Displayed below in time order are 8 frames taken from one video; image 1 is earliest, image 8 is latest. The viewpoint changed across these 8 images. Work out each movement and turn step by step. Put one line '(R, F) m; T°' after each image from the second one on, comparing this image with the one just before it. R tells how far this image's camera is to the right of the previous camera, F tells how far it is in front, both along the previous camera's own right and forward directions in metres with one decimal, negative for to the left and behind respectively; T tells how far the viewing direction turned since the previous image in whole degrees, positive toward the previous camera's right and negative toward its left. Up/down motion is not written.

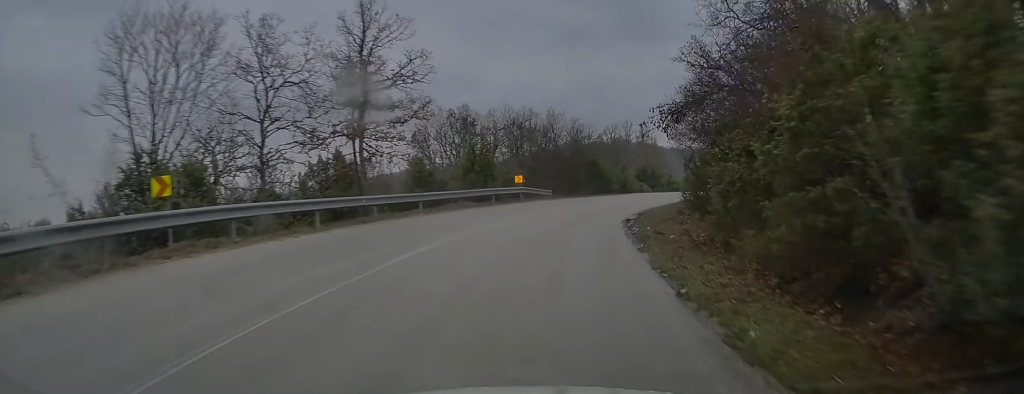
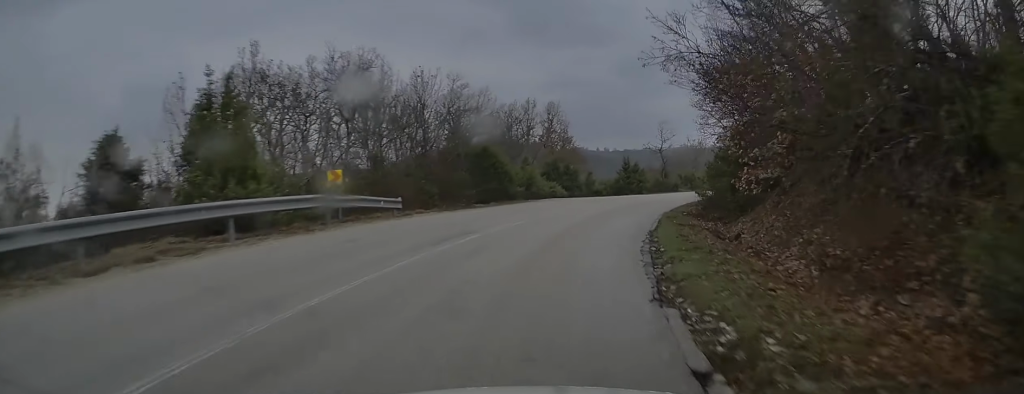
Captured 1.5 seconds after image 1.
(+1.7, +18.5) m; +11°
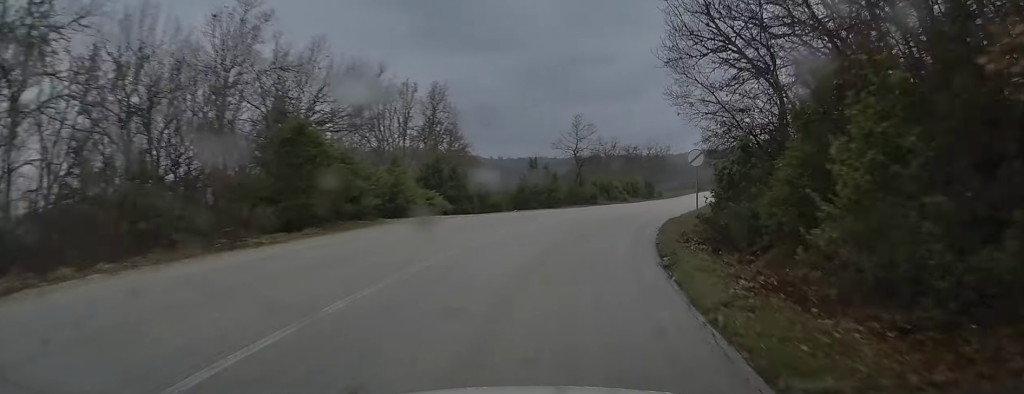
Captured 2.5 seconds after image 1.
(+0.8, +12.9) m; +8°
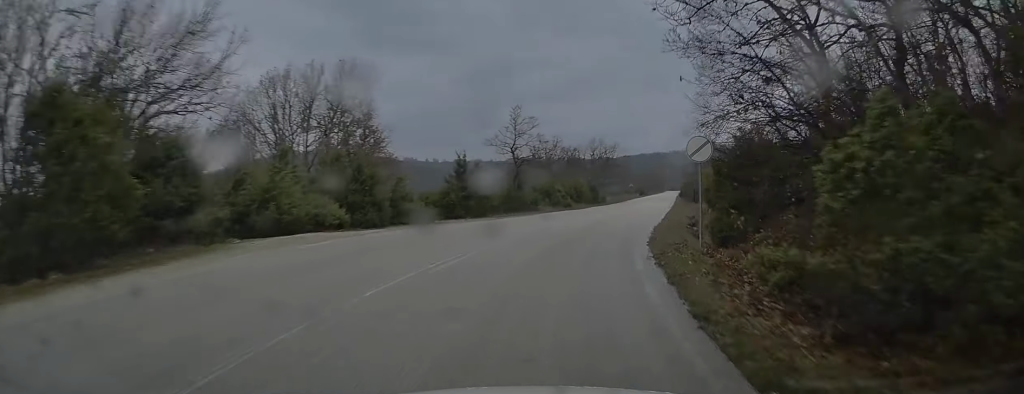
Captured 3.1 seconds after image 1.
(+0.4, +7.5) m; +5°
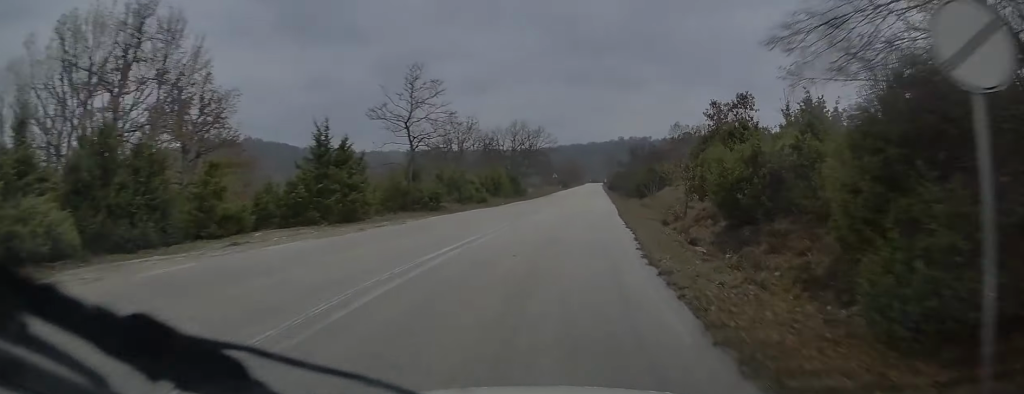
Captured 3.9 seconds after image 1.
(+0.7, +11.3) m; +7°
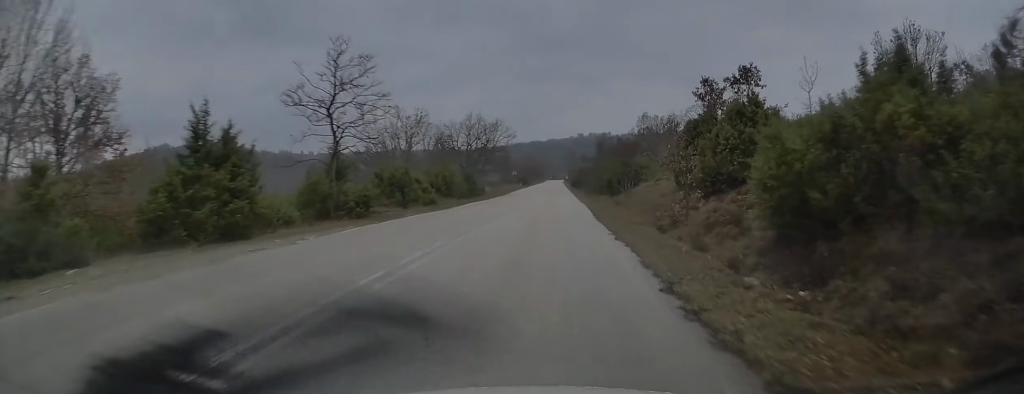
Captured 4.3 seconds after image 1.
(+0.3, +6.1) m; +3°
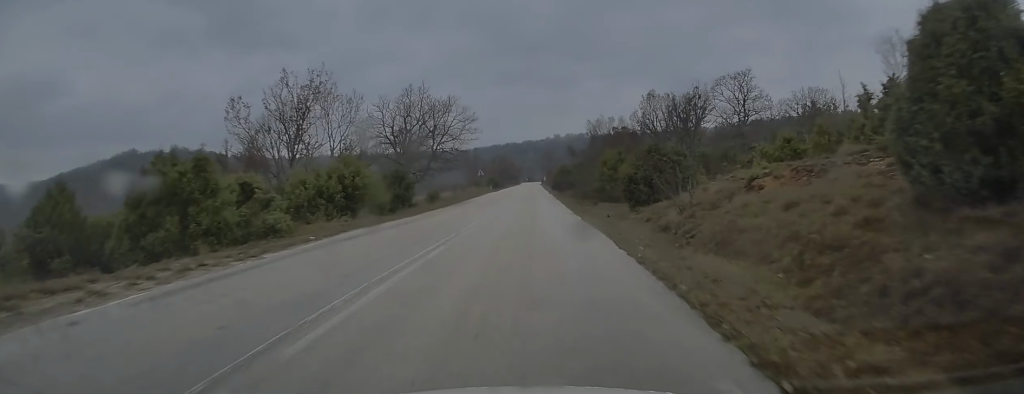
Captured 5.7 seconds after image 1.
(+1.1, +19.8) m; +7°
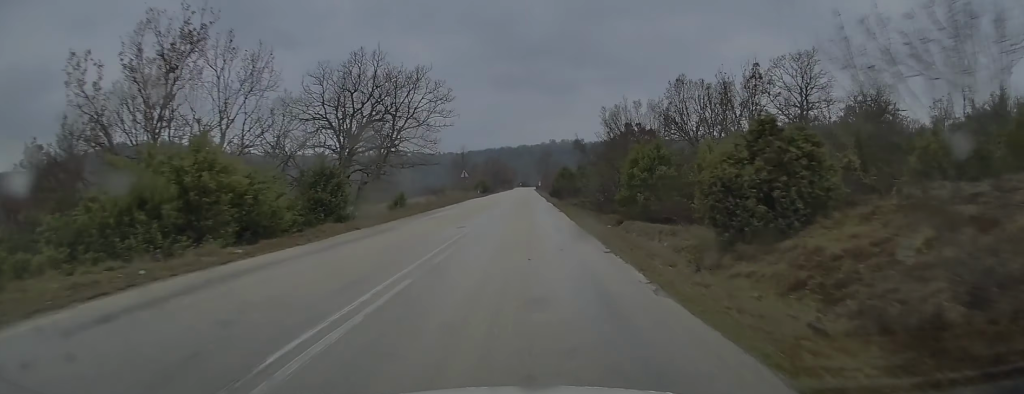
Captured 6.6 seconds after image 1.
(+0.7, +12.9) m; +2°
